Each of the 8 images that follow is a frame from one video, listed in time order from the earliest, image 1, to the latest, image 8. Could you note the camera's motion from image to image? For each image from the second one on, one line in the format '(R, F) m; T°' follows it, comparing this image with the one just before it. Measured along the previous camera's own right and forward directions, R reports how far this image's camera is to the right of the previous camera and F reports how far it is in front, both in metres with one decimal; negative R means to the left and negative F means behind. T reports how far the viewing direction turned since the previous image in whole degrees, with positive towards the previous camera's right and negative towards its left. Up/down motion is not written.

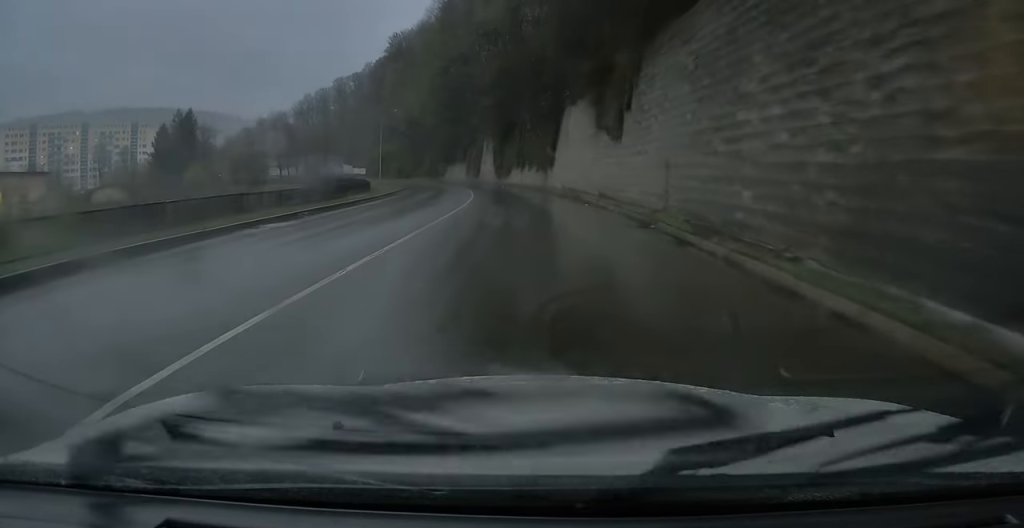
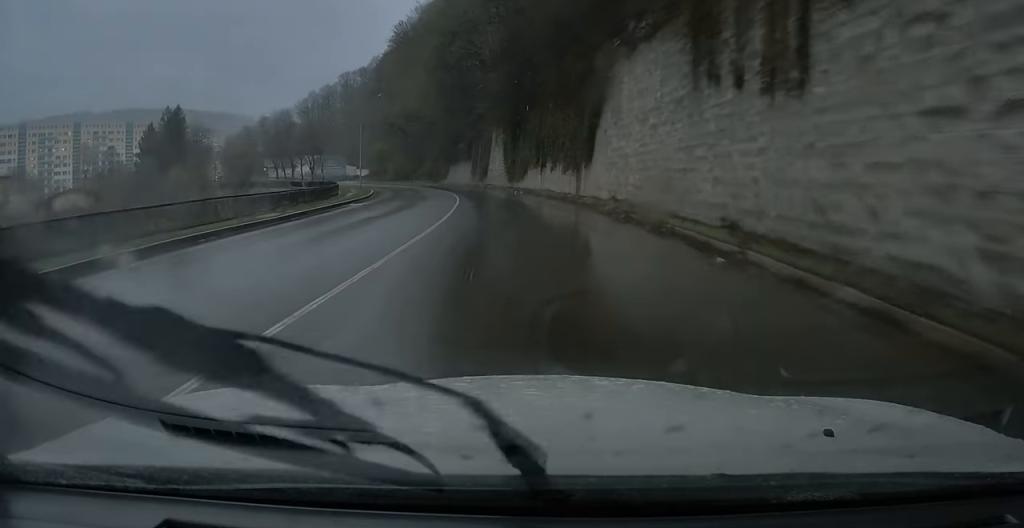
(-0.5, +16.7) m; -5°
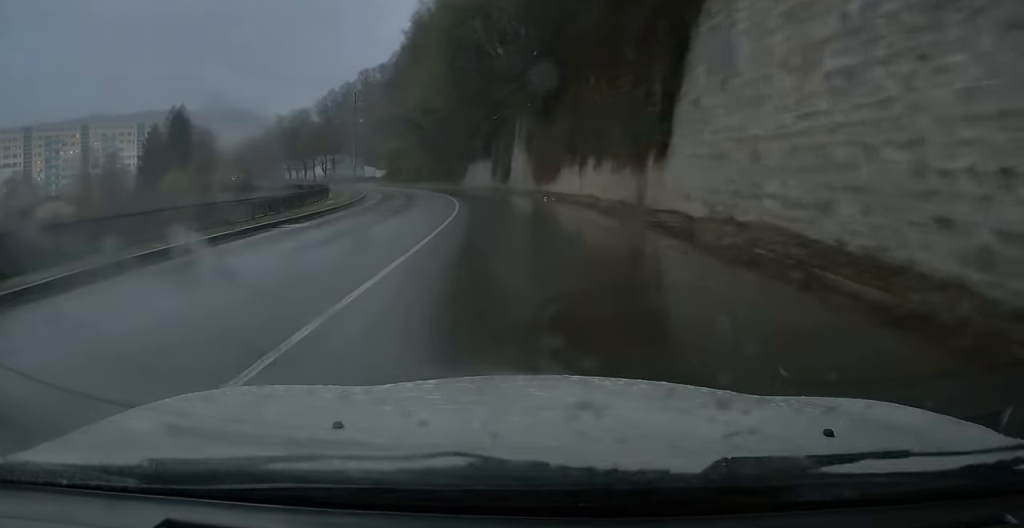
(-0.6, +11.3) m; -3°
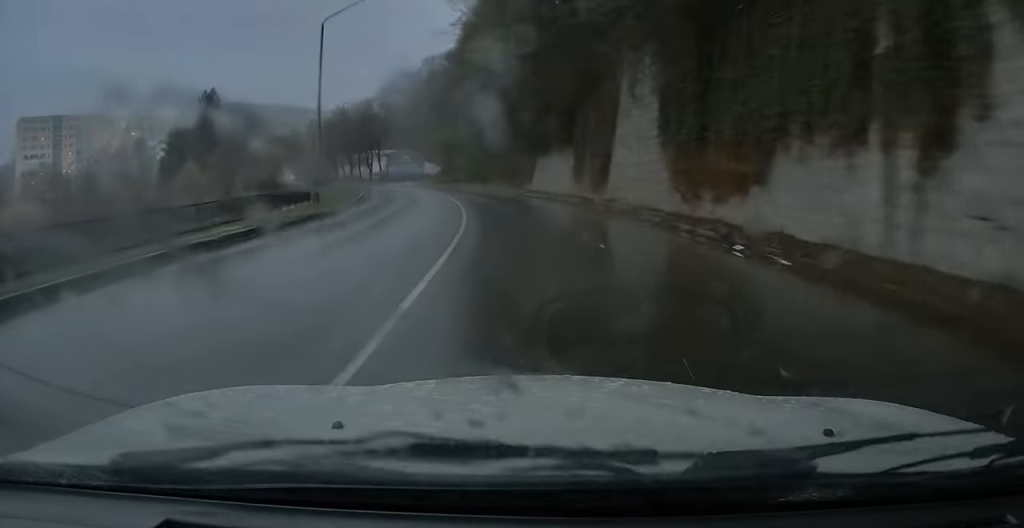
(-0.9, +23.1) m; -6°
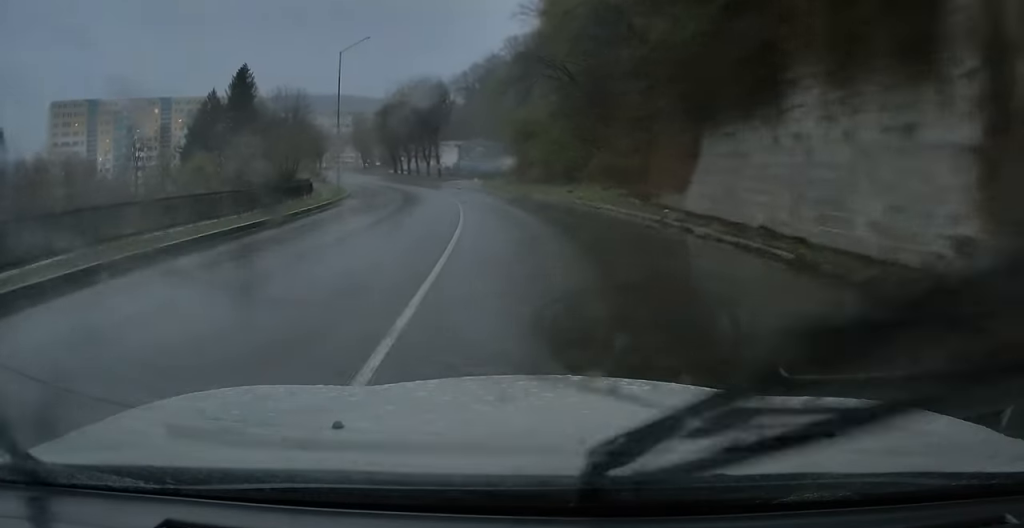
(-2.2, +25.5) m; -9°
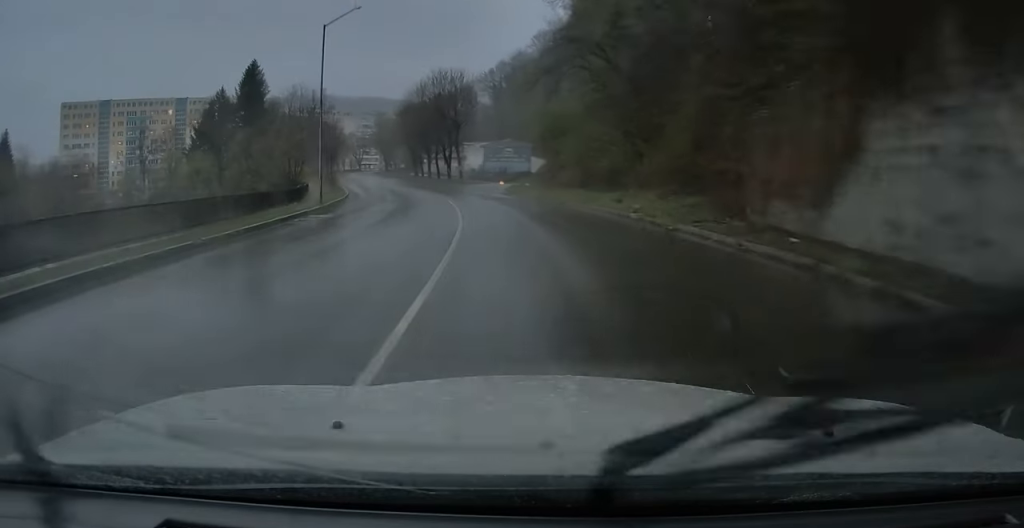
(-0.2, +8.0) m; -2°
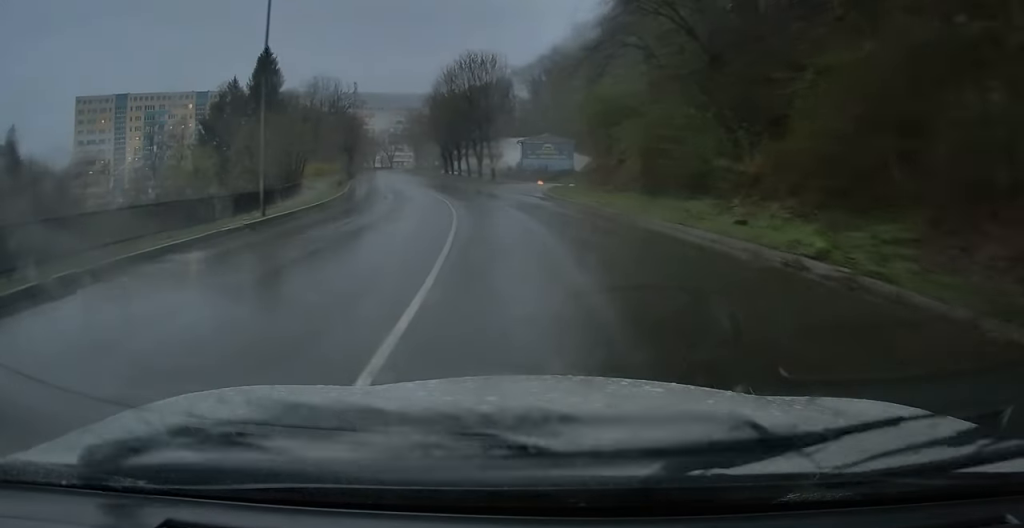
(-0.3, +10.6) m; -3°
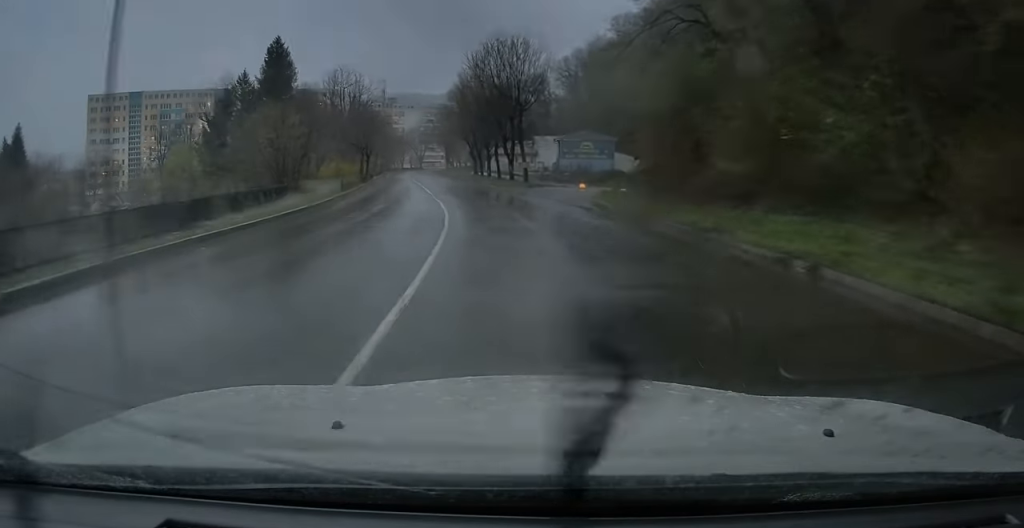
(-0.3, +9.5) m; -2°
